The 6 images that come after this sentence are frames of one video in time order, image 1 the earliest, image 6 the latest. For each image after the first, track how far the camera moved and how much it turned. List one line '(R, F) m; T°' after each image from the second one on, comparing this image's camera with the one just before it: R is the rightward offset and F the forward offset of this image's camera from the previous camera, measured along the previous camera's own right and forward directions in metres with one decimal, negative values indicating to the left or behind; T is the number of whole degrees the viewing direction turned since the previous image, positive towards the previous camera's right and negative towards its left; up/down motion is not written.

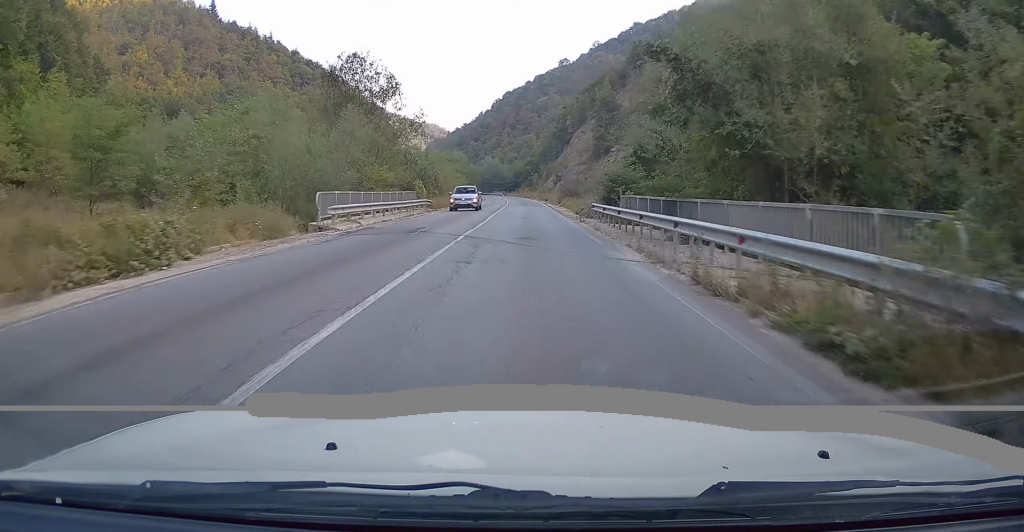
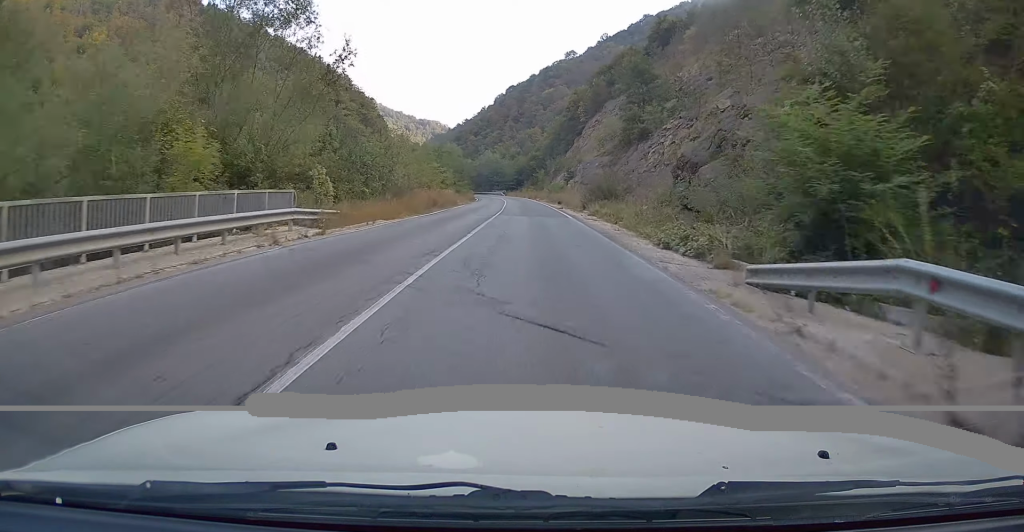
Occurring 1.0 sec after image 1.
(+0.1, +25.1) m; 0°
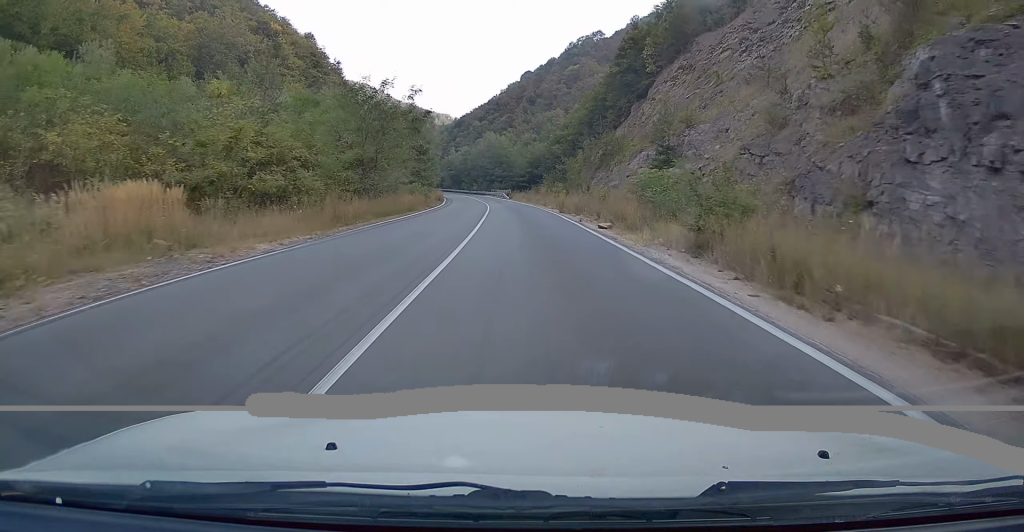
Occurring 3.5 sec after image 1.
(+0.3, +63.7) m; 0°
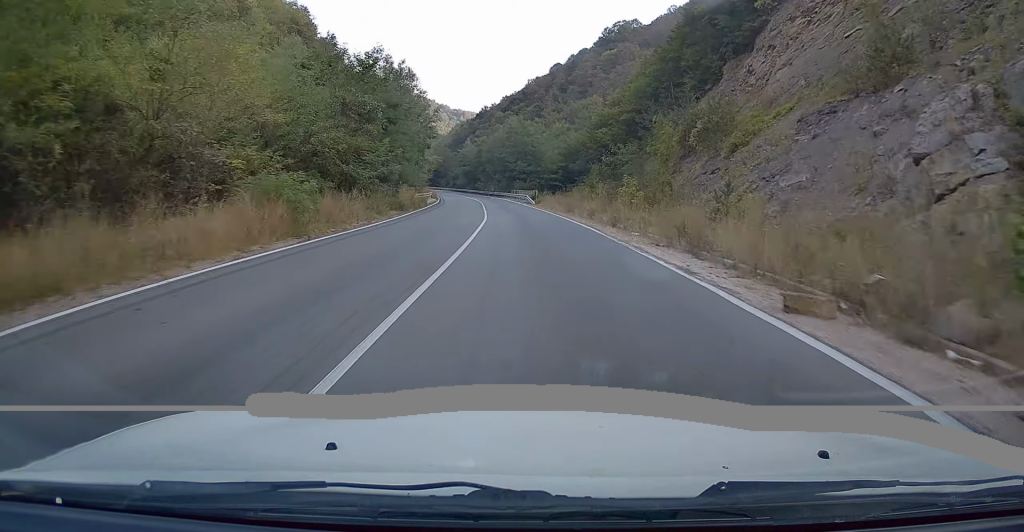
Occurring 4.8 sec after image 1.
(-0.4, +31.0) m; -2°
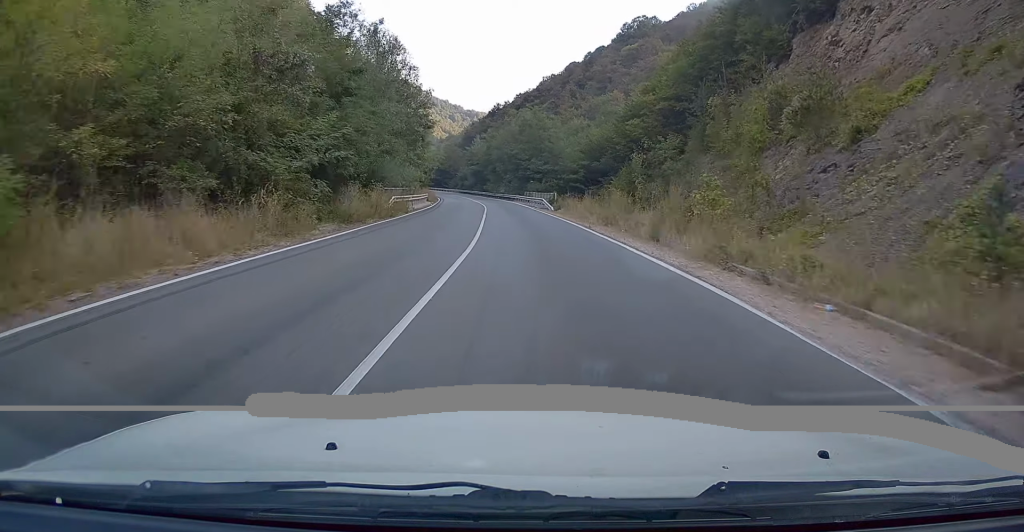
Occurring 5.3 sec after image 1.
(-0.1, +12.5) m; -1°
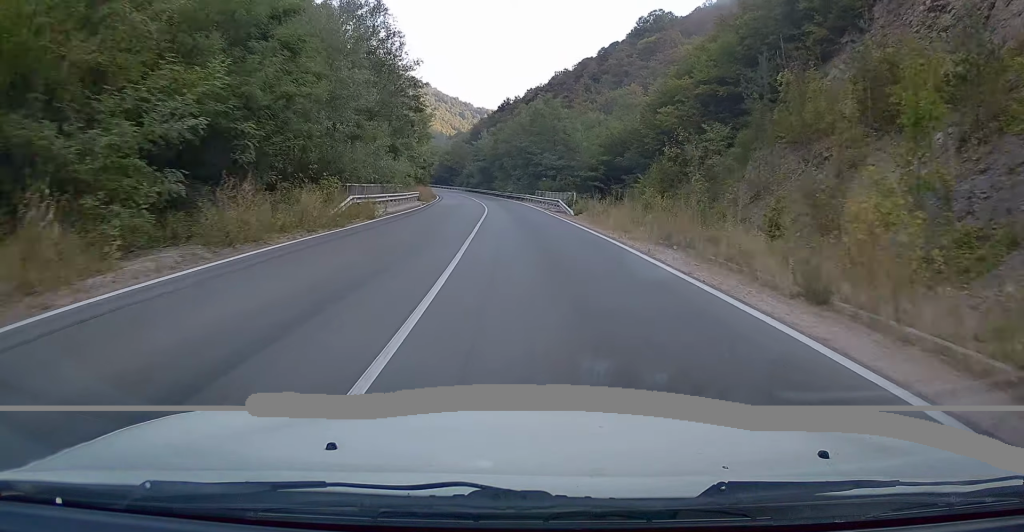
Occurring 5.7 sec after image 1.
(0.0, +10.0) m; -1°
